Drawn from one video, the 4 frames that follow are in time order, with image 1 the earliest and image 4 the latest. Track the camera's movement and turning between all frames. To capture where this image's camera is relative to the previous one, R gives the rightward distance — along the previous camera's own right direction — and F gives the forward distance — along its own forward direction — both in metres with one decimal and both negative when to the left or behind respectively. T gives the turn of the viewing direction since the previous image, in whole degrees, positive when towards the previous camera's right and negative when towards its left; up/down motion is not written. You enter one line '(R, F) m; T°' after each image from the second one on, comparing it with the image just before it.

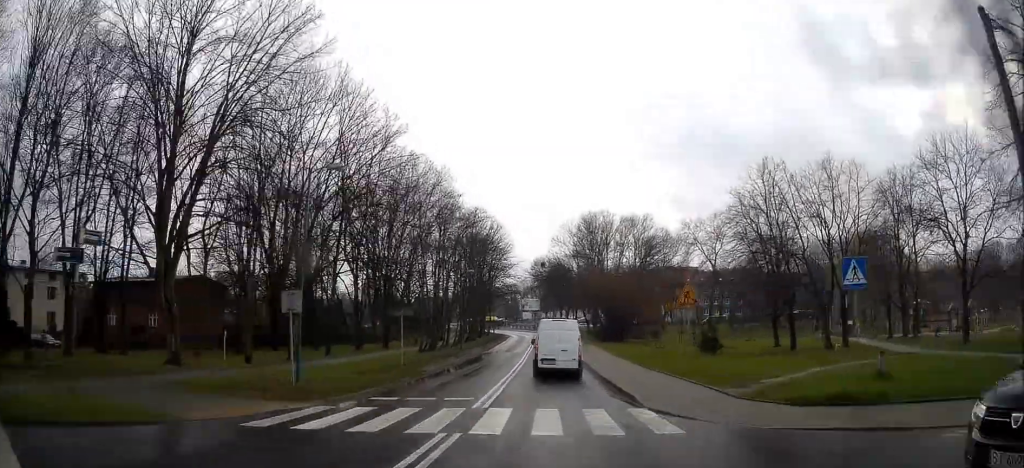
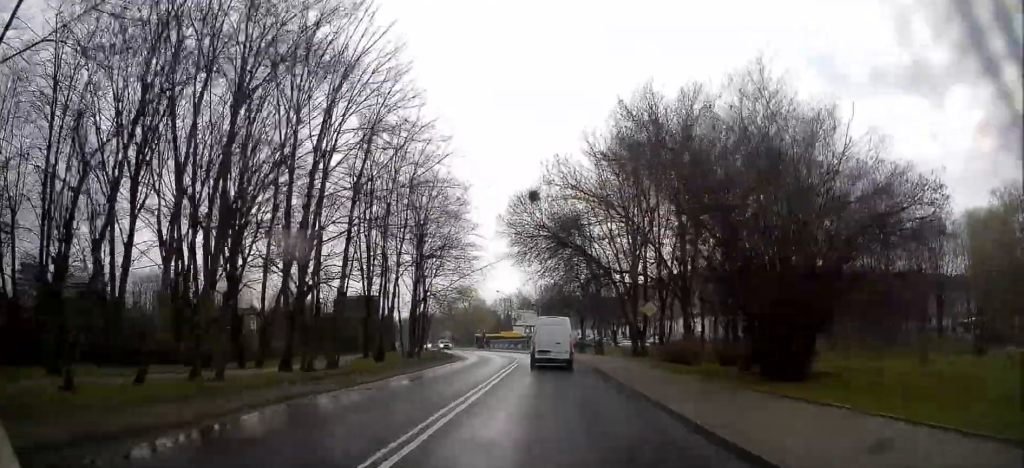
(-0.9, +46.3) m; -5°
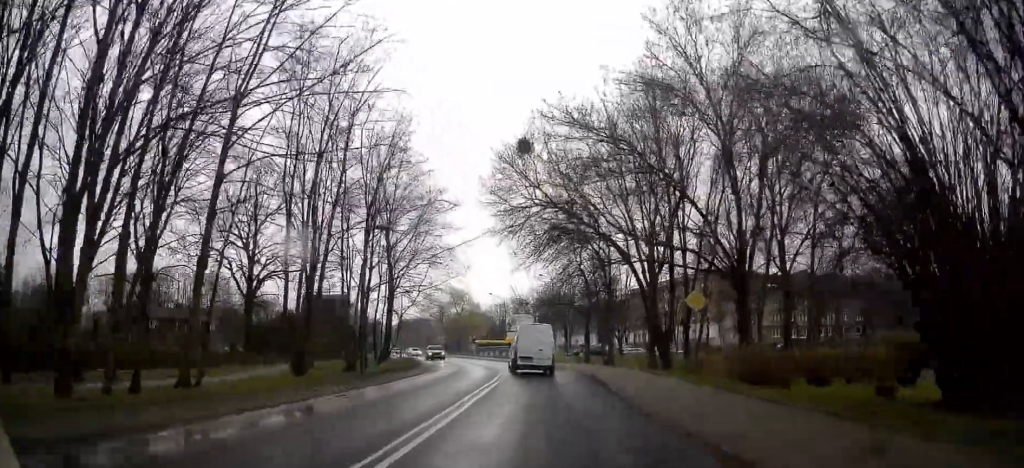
(+0.6, +12.4) m; +4°
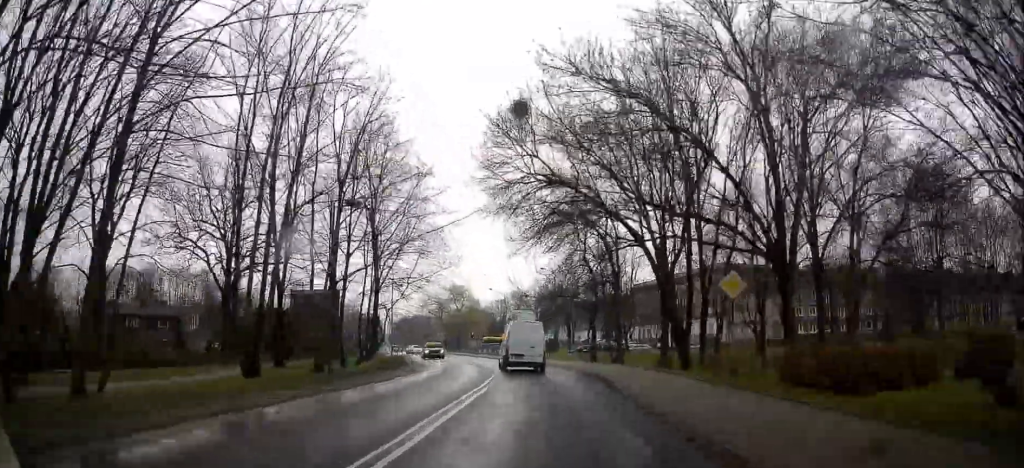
(0.0, +4.6) m; 0°
